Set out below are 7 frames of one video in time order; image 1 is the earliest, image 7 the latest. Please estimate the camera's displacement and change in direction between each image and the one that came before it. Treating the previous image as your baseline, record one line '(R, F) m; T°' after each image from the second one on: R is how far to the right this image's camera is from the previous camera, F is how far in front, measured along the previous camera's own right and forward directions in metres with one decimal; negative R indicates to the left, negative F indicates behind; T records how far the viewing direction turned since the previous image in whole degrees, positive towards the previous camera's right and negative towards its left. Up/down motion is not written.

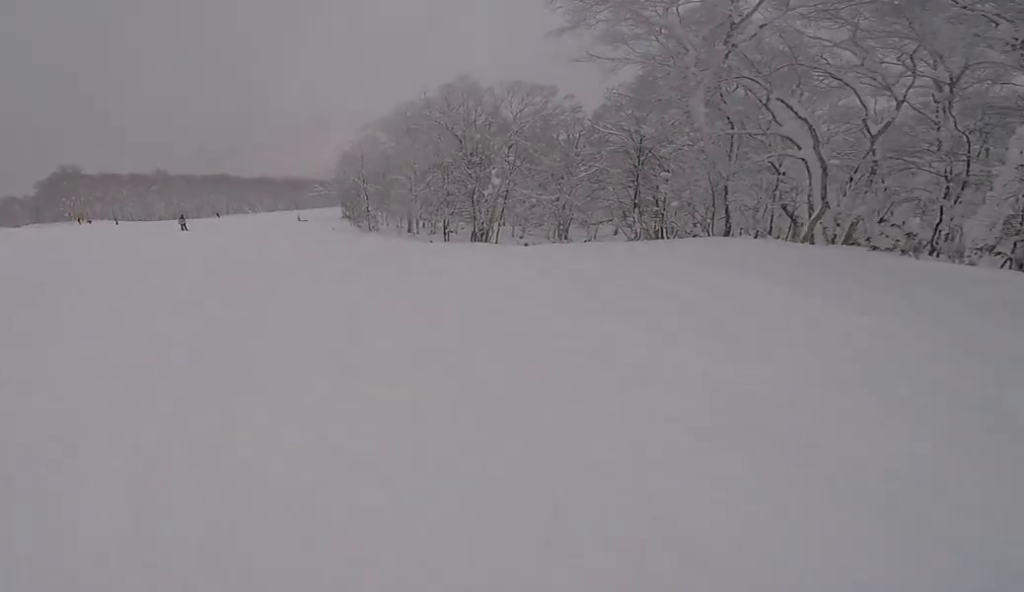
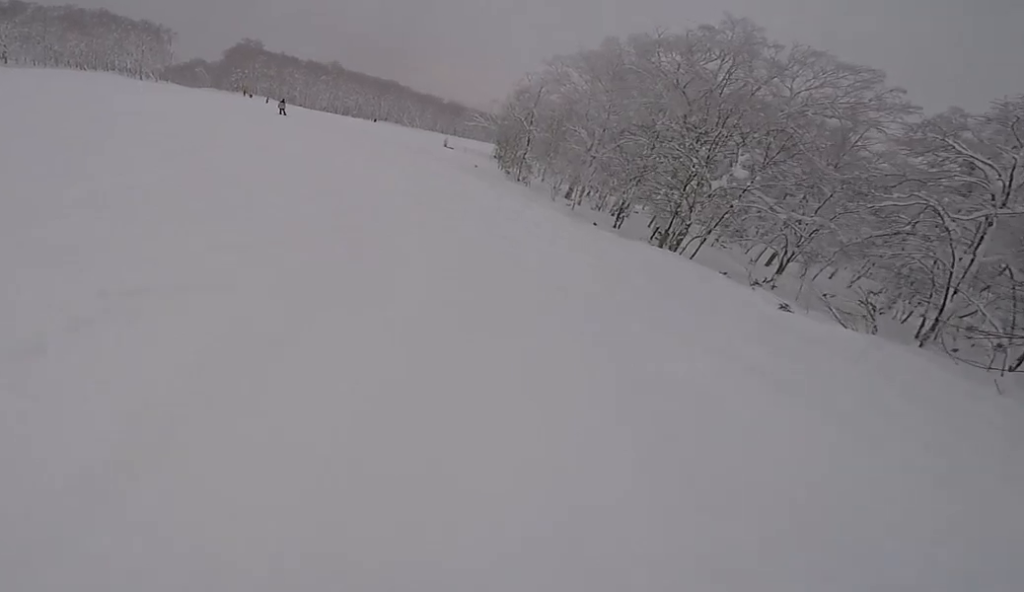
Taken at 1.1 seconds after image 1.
(-1.6, +10.7) m; -16°
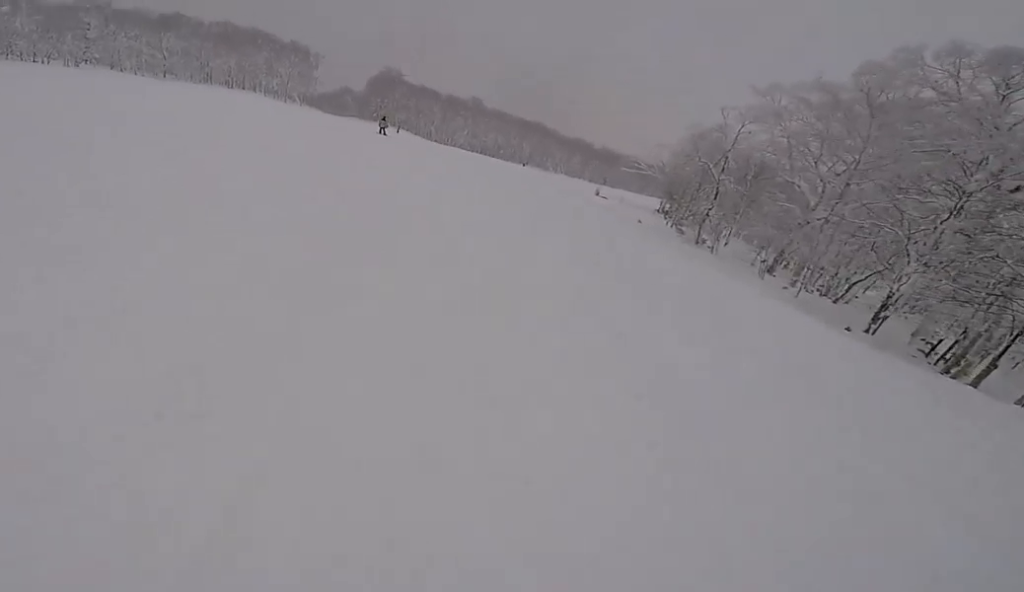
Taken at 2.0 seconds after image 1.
(-0.9, +9.1) m; -6°
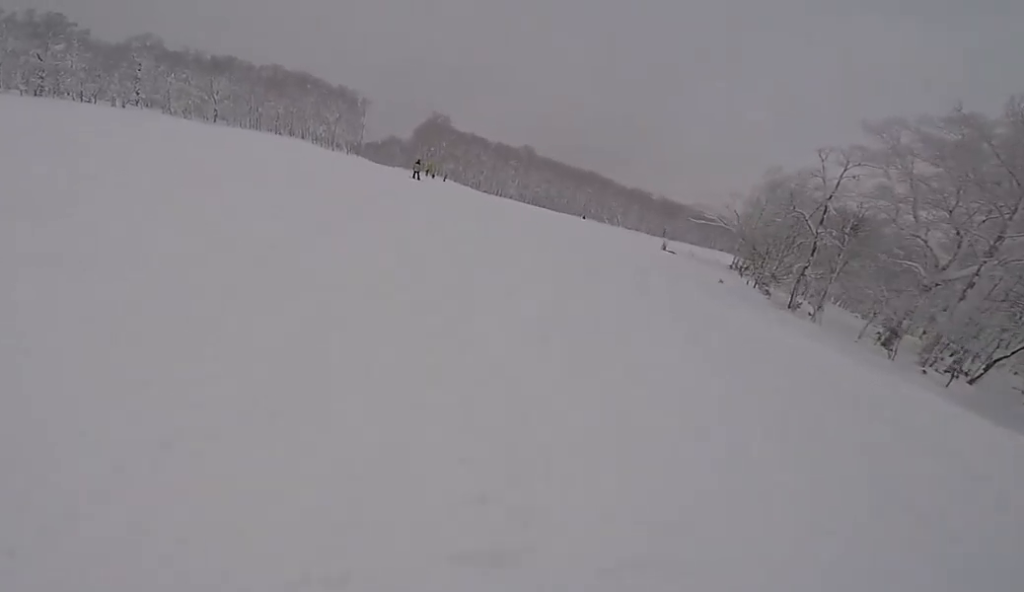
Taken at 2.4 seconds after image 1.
(-0.1, +4.3) m; -1°
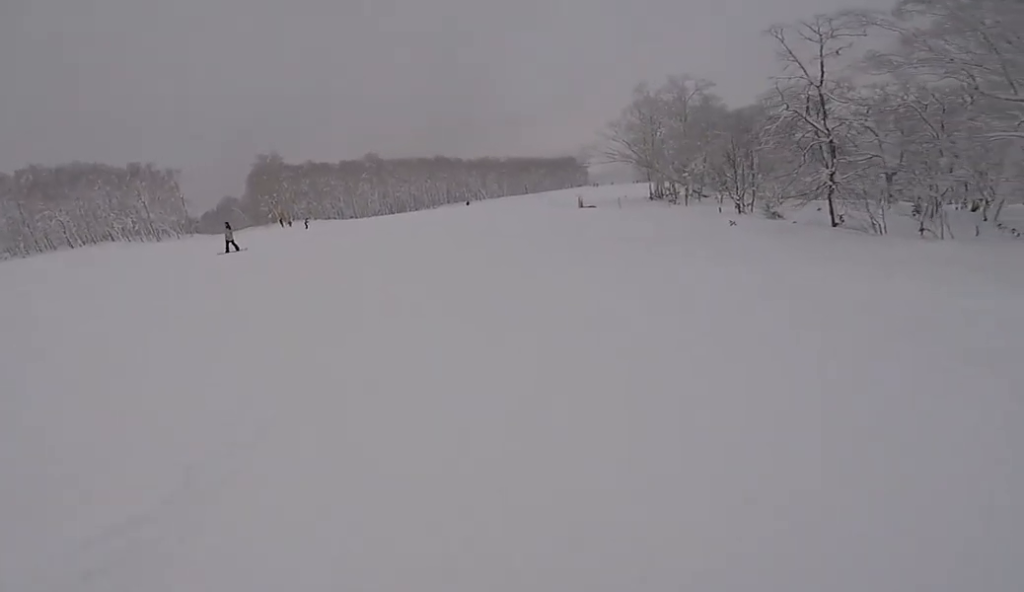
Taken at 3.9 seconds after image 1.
(0.0, +15.8) m; +10°
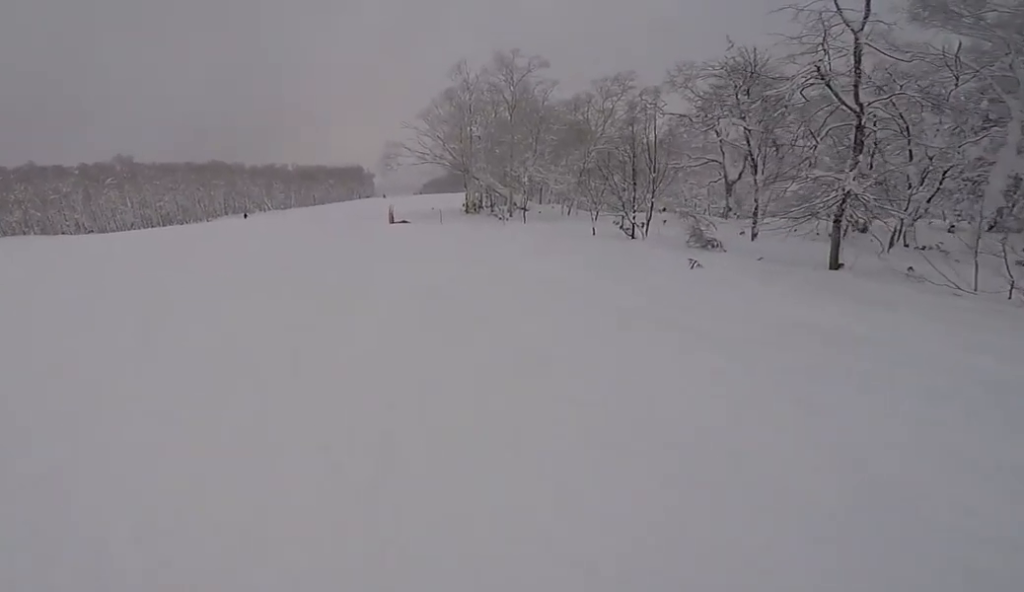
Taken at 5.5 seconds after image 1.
(+3.9, +16.3) m; +19°
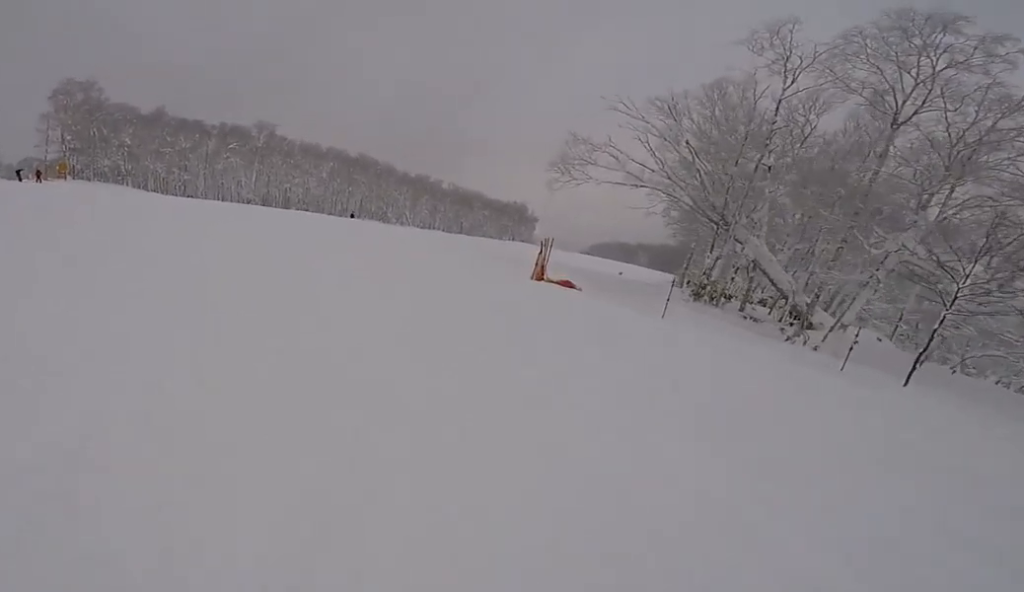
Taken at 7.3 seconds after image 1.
(-0.5, +20.4) m; -10°
